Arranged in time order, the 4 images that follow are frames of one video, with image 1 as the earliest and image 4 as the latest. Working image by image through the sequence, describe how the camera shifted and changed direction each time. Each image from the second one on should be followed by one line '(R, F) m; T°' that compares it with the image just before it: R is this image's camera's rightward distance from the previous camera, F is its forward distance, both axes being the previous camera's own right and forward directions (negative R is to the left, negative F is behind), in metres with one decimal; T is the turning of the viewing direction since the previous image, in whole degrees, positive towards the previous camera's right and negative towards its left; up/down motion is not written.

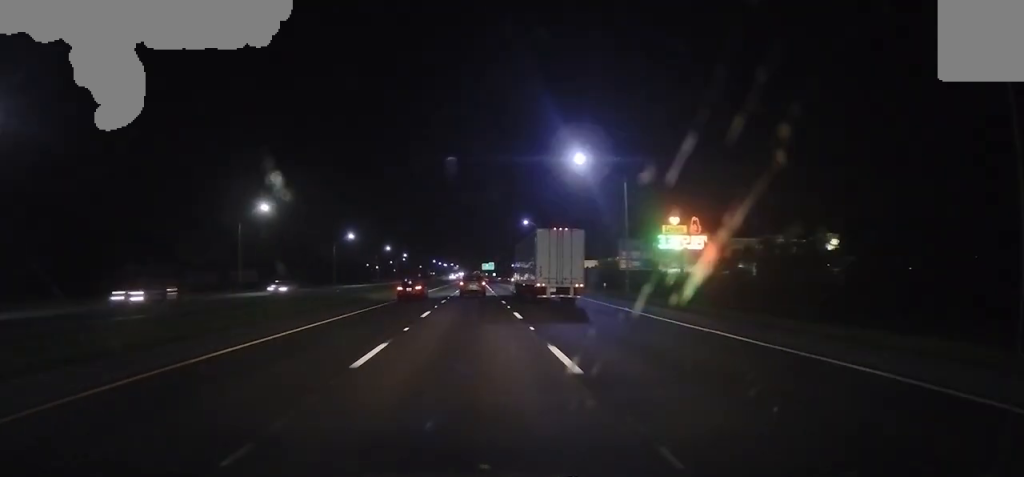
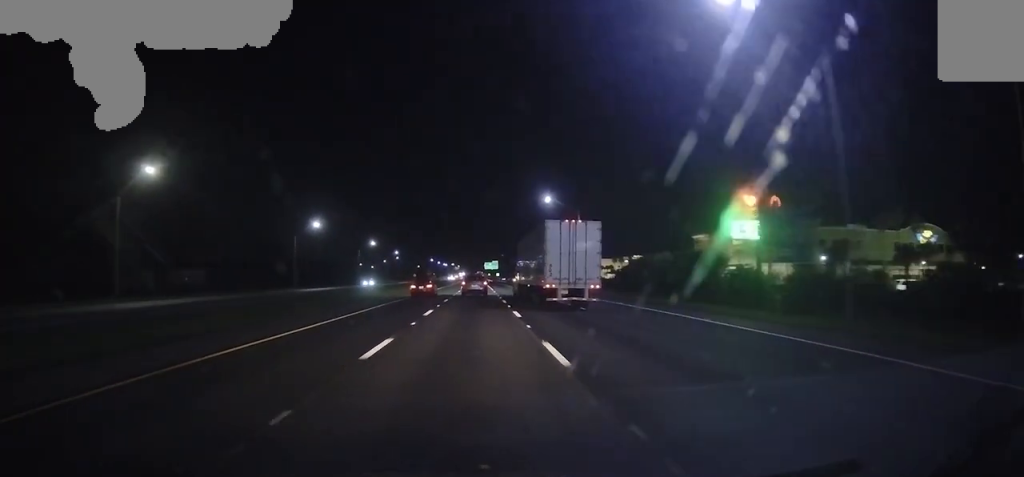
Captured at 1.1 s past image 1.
(-0.4, +35.6) m; 0°
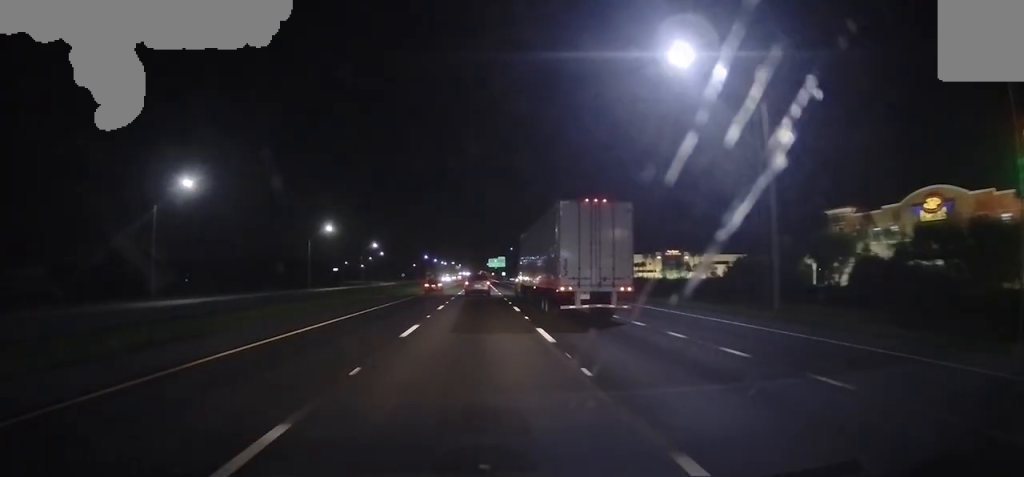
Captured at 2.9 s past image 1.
(+0.8, +57.0) m; +1°
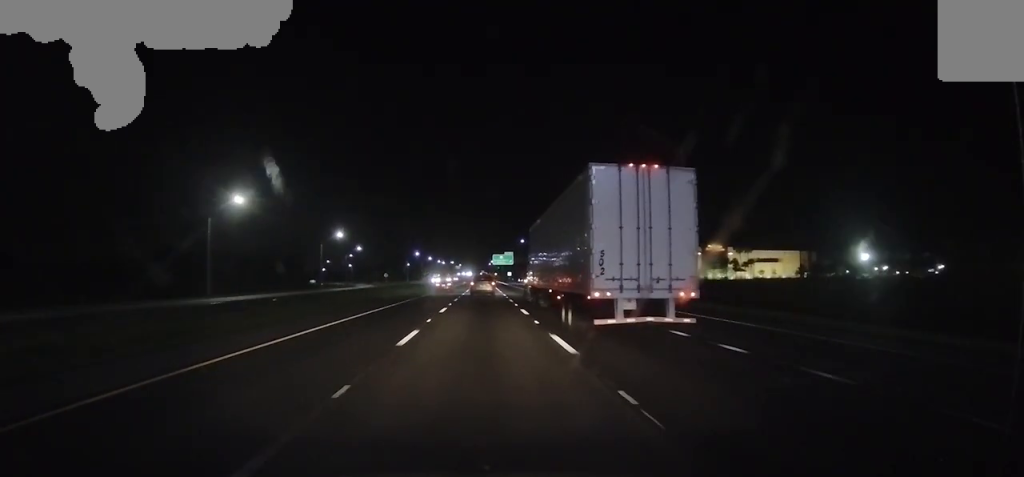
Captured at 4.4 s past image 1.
(-0.4, +50.3) m; -1°
